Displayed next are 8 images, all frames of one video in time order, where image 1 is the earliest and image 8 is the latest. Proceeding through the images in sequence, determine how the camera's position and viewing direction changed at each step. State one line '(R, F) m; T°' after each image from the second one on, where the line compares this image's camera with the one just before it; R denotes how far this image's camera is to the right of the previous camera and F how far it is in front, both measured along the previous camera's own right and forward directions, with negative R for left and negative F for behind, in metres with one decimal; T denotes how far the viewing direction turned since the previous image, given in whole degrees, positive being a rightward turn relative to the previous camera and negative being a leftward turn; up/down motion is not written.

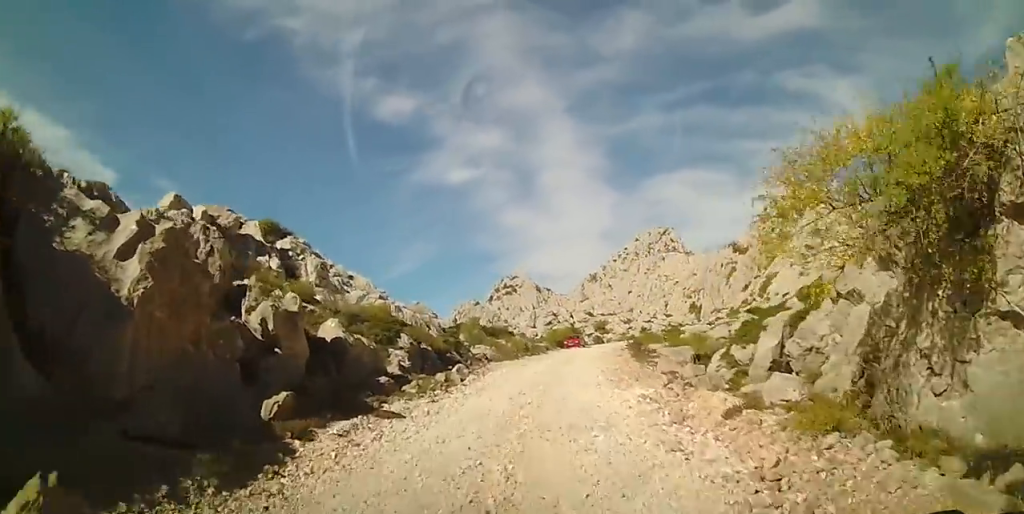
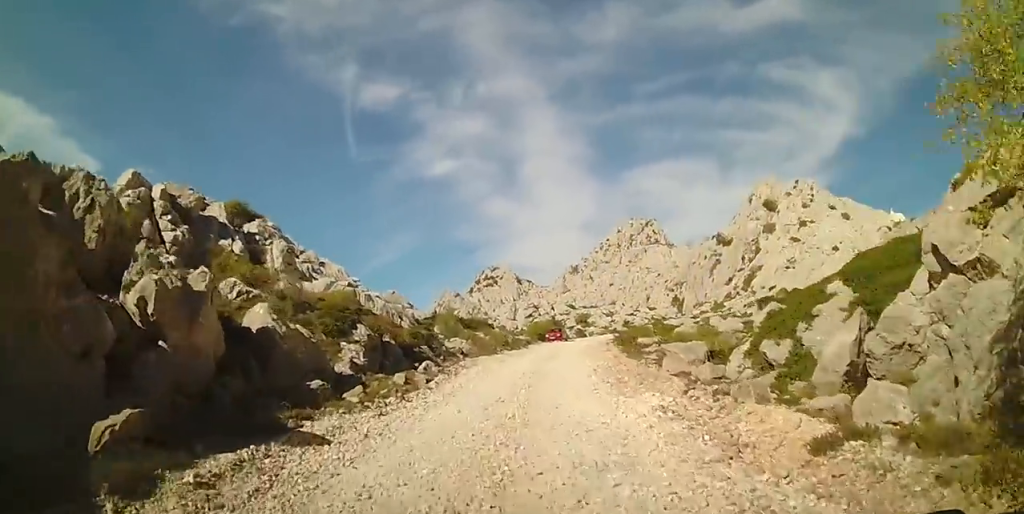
(0.0, +2.8) m; +1°
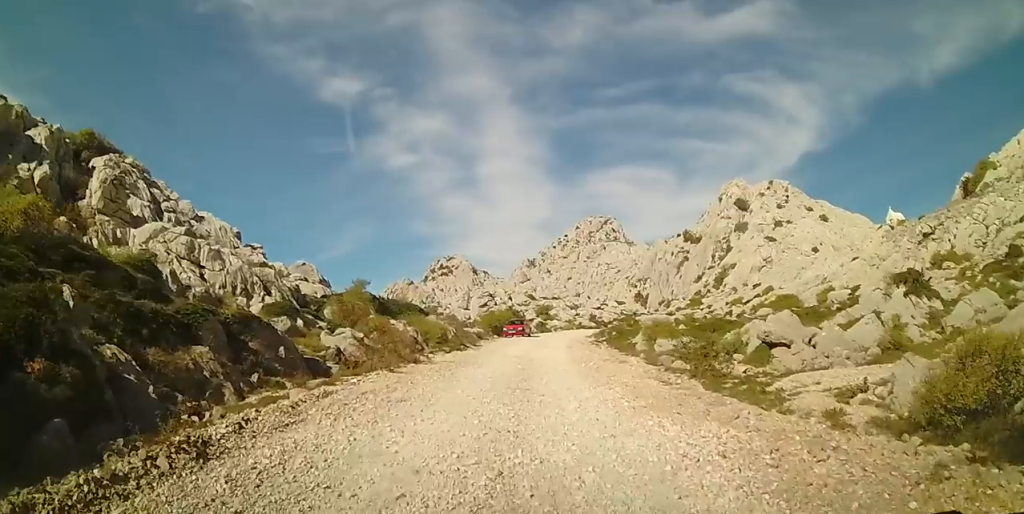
(+1.7, +13.2) m; +12°
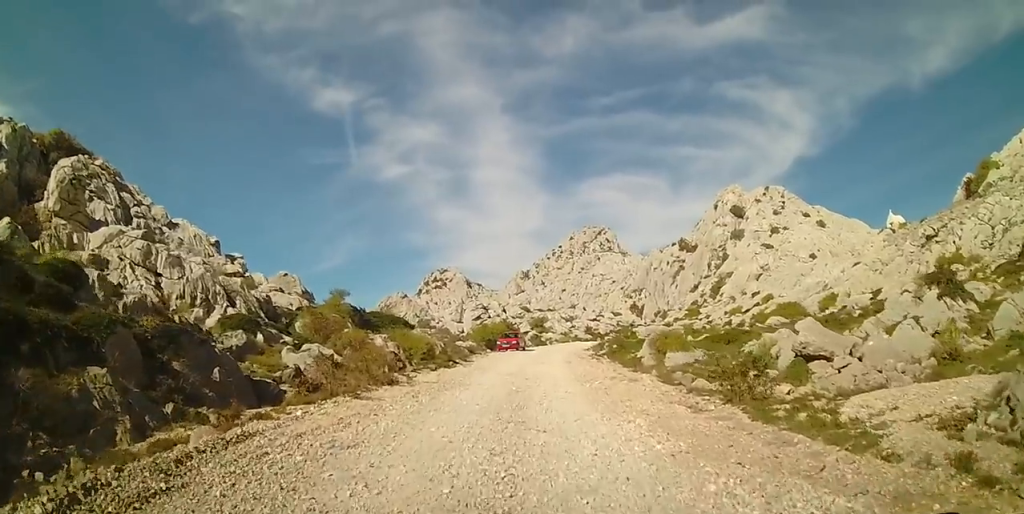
(-0.1, +2.1) m; 0°
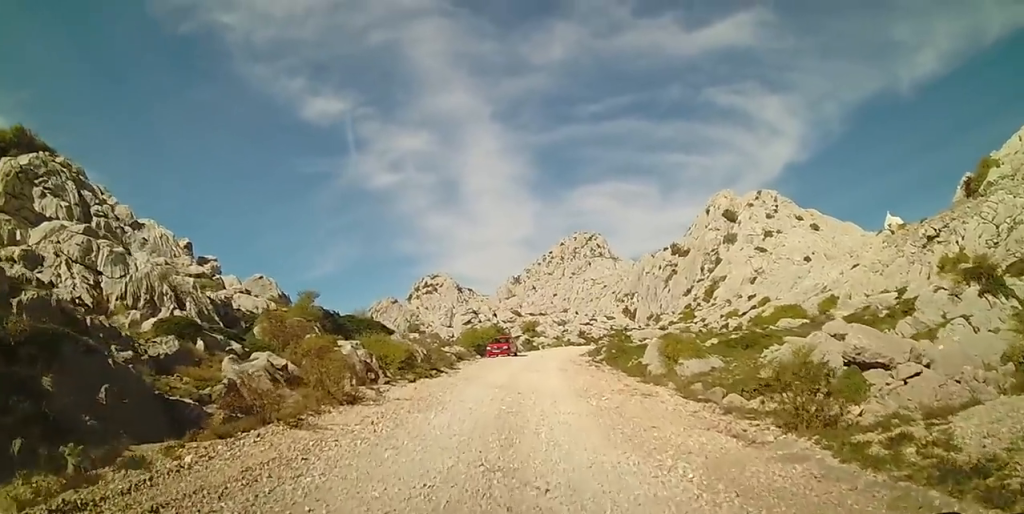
(-0.1, +2.4) m; 0°
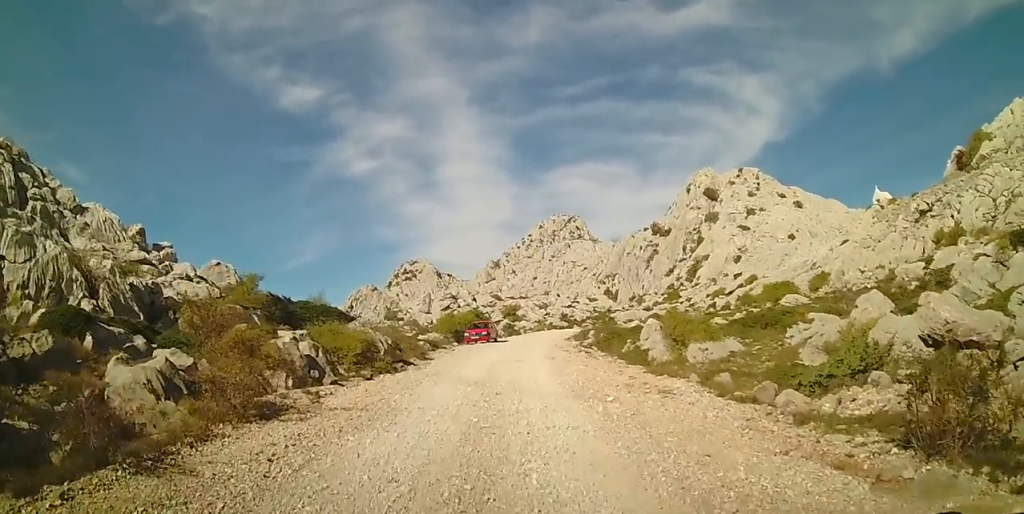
(+0.1, +3.0) m; +2°
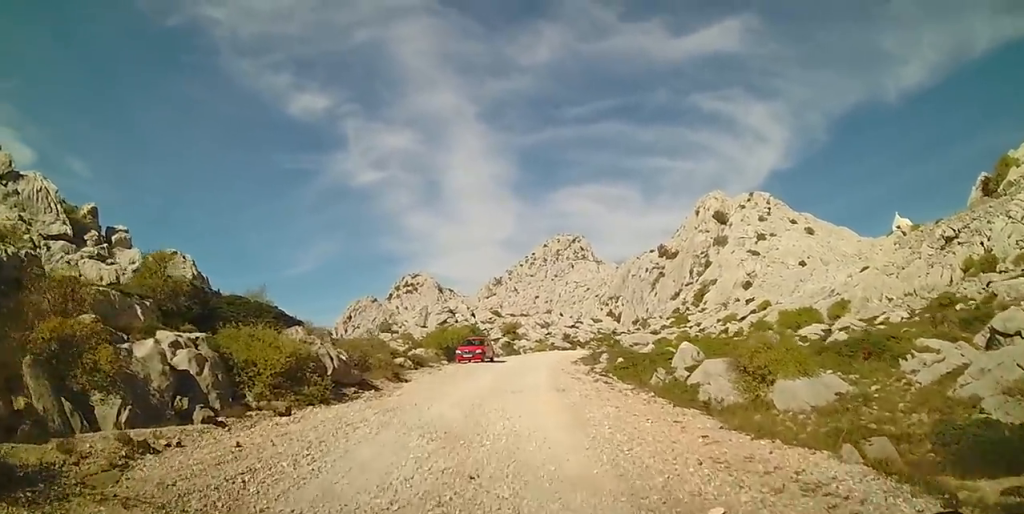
(0.0, +5.5) m; -1°
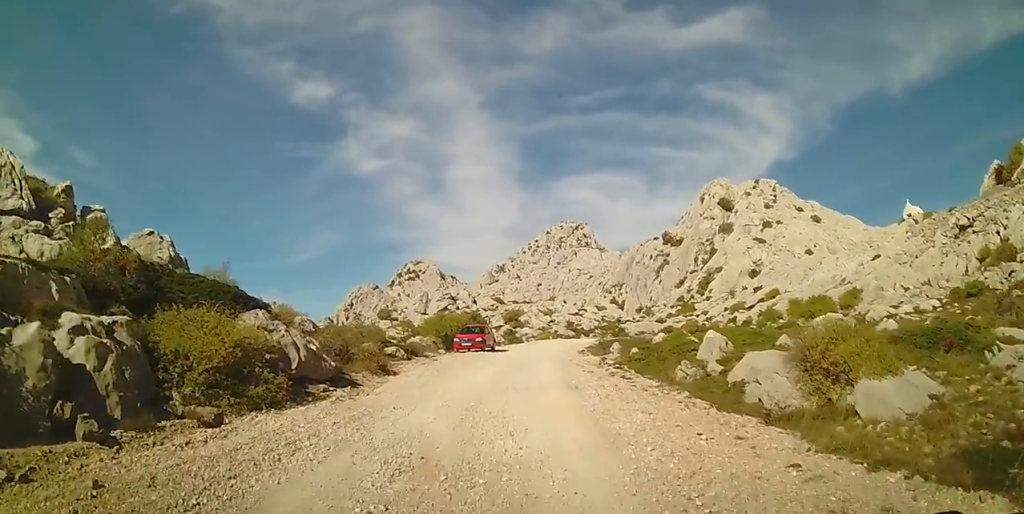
(0.0, +2.2) m; -3°
